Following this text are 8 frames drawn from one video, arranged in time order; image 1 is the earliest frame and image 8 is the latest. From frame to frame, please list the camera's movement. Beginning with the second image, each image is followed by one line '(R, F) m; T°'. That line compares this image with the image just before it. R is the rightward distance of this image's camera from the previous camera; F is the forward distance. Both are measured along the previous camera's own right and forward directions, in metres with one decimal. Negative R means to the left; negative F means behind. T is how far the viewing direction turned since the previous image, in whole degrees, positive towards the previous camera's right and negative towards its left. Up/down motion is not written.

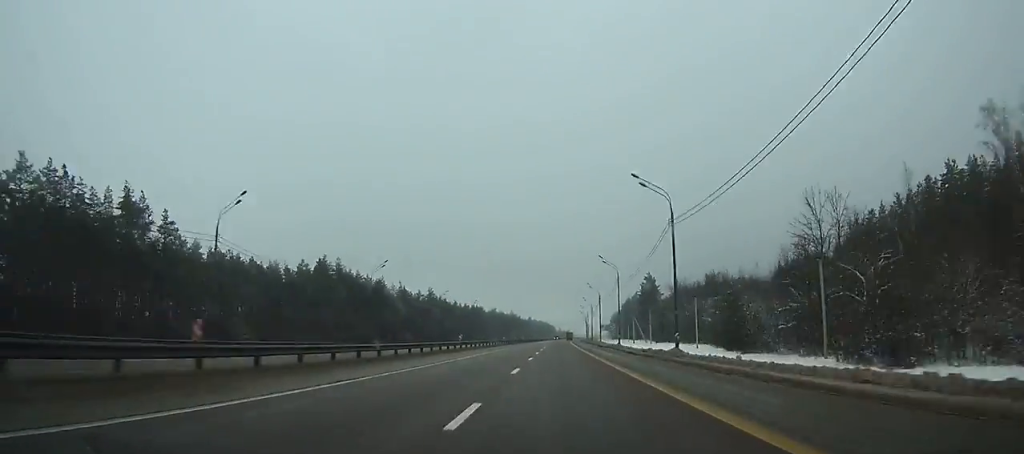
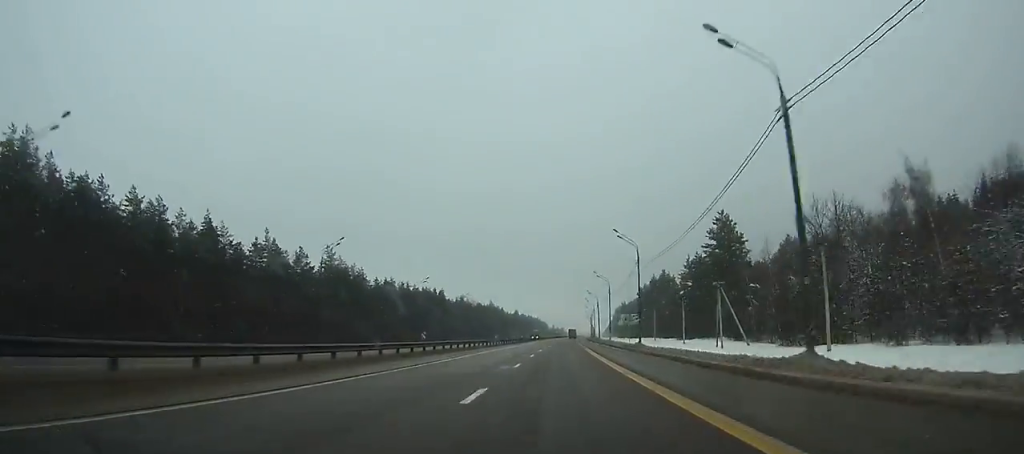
(+0.8, +92.4) m; +1°
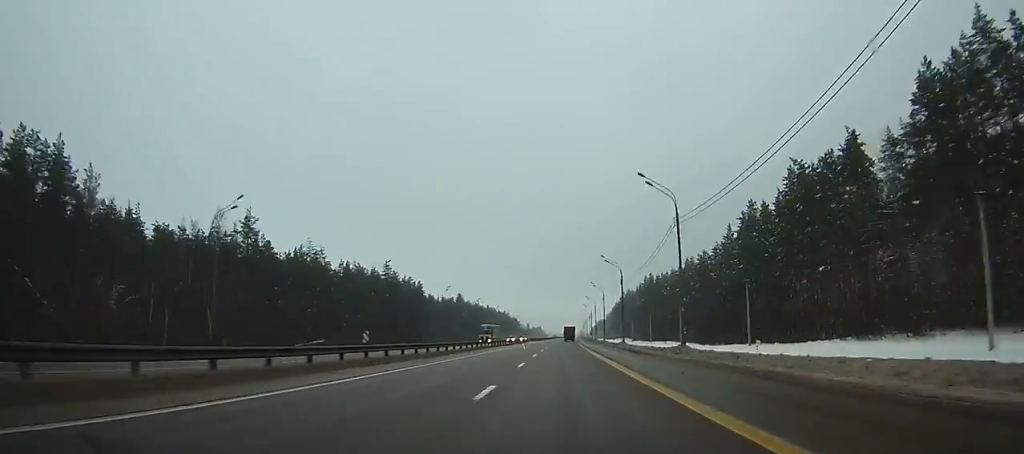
(+3.3, +165.8) m; +2°
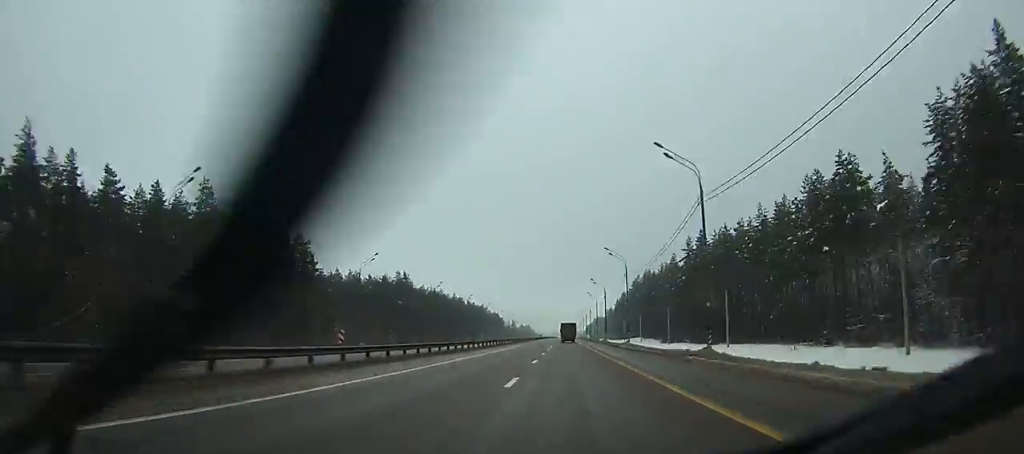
(+0.4, +80.7) m; 0°
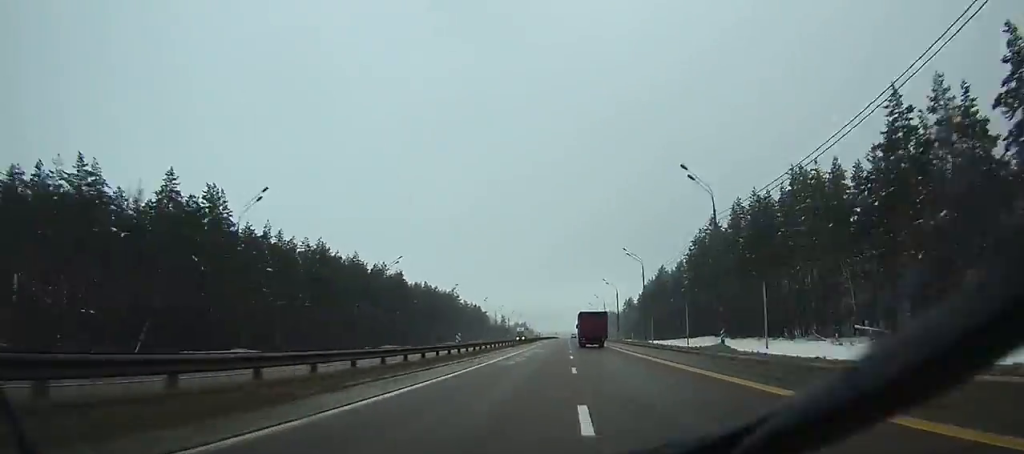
(+0.3, +102.6) m; 0°
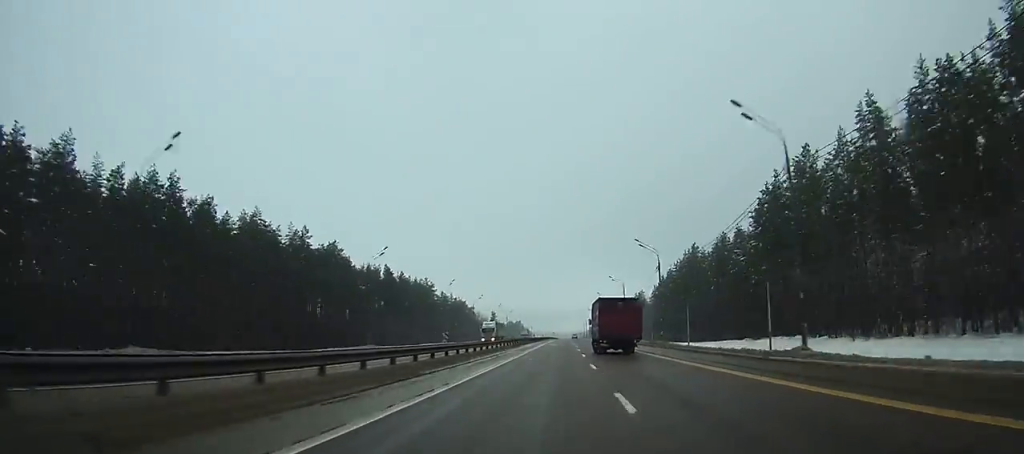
(0.0, +45.4) m; 0°
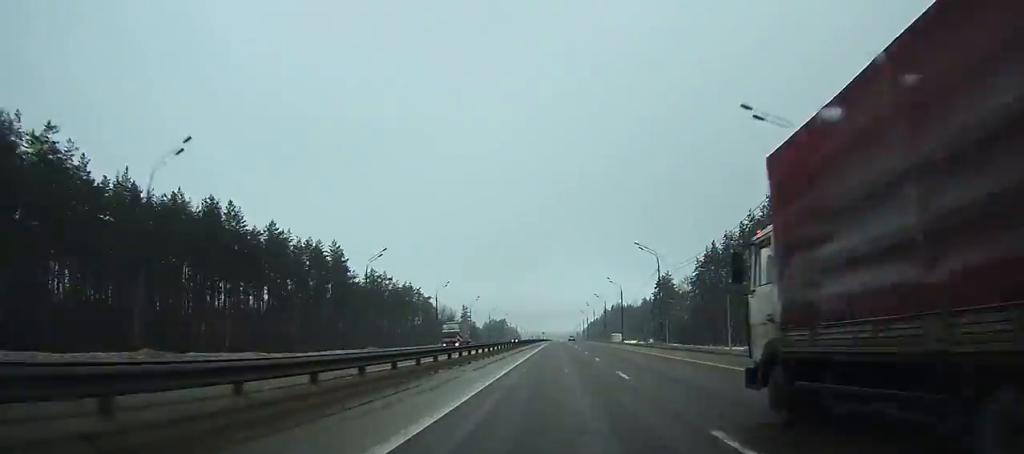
(+0.4, +75.5) m; +1°
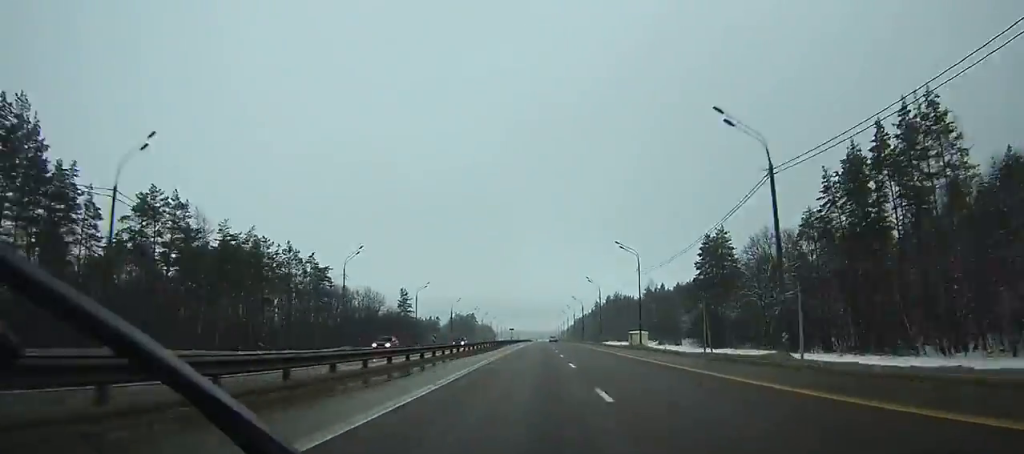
(+1.0, +74.7) m; +1°
